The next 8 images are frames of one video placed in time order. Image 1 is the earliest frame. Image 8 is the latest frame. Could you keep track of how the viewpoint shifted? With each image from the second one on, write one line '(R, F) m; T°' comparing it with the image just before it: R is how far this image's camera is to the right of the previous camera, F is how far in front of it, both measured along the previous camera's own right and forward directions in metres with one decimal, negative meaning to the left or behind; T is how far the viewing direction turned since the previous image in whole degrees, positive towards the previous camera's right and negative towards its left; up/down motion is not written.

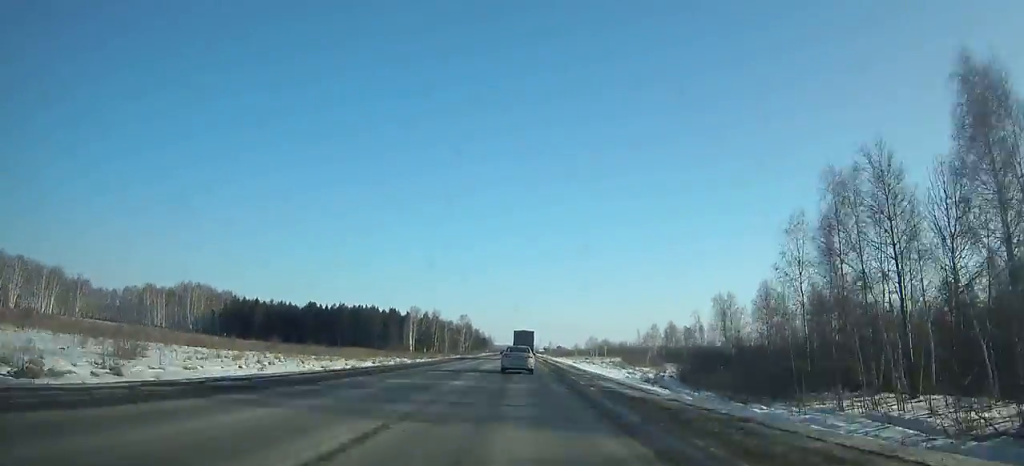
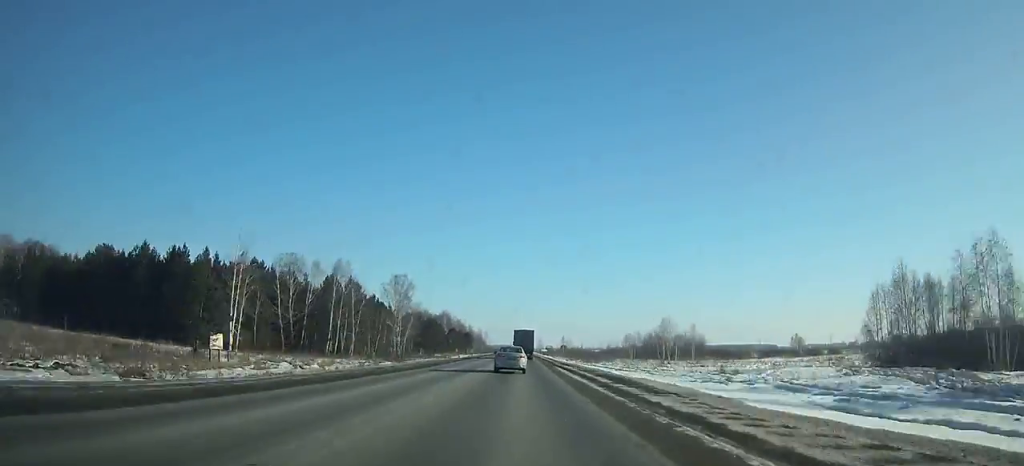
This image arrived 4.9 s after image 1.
(0.0, +107.3) m; 0°
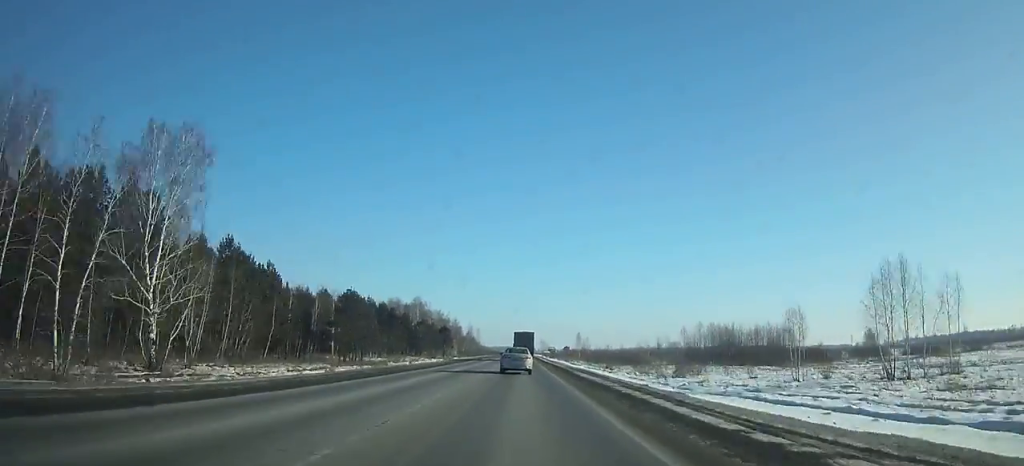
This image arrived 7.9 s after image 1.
(0.0, +66.3) m; 0°
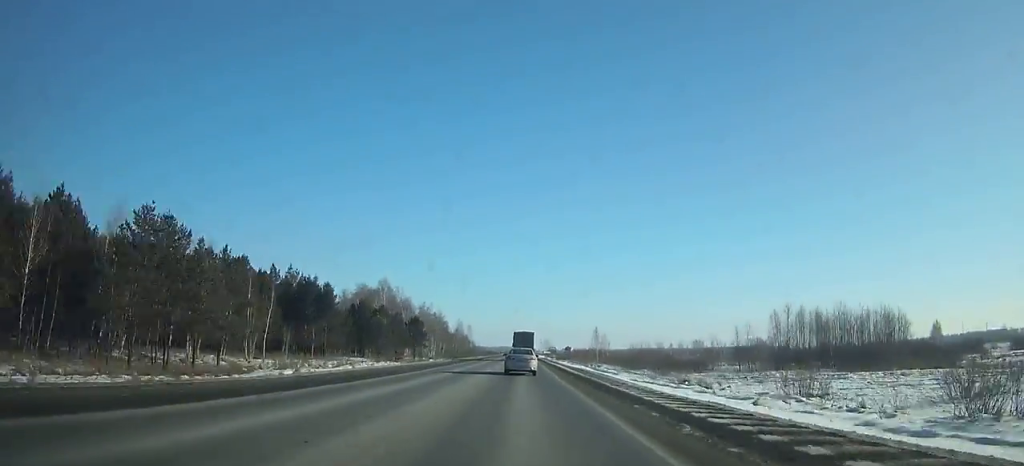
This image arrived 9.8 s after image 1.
(-0.1, +42.2) m; 0°
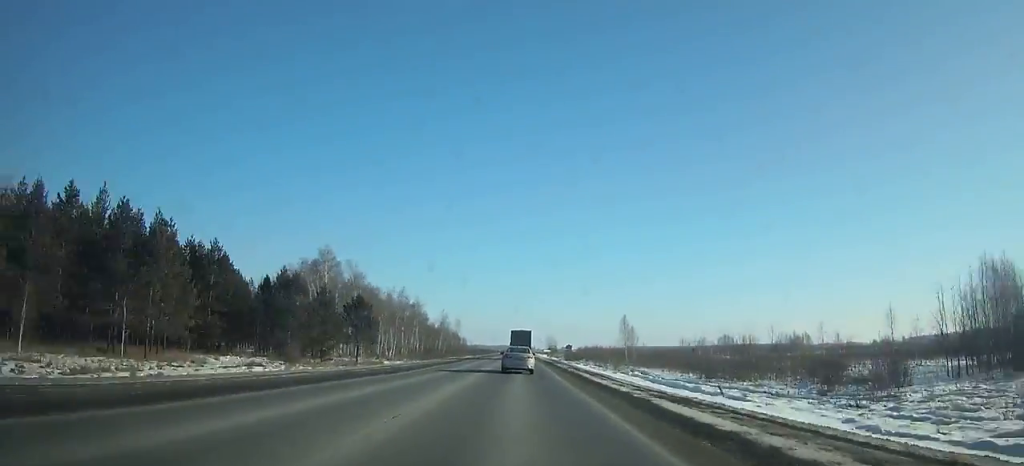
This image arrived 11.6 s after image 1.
(0.0, +40.1) m; 0°
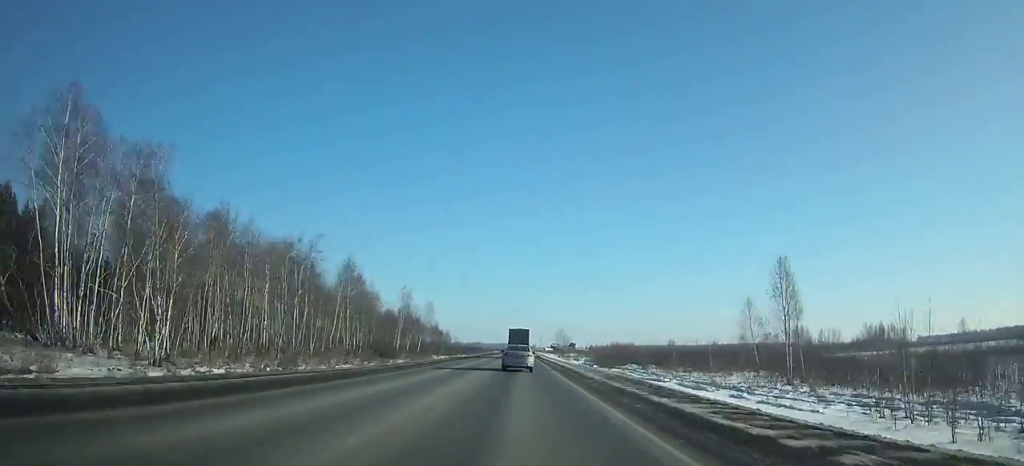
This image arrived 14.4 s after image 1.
(0.0, +62.3) m; 0°
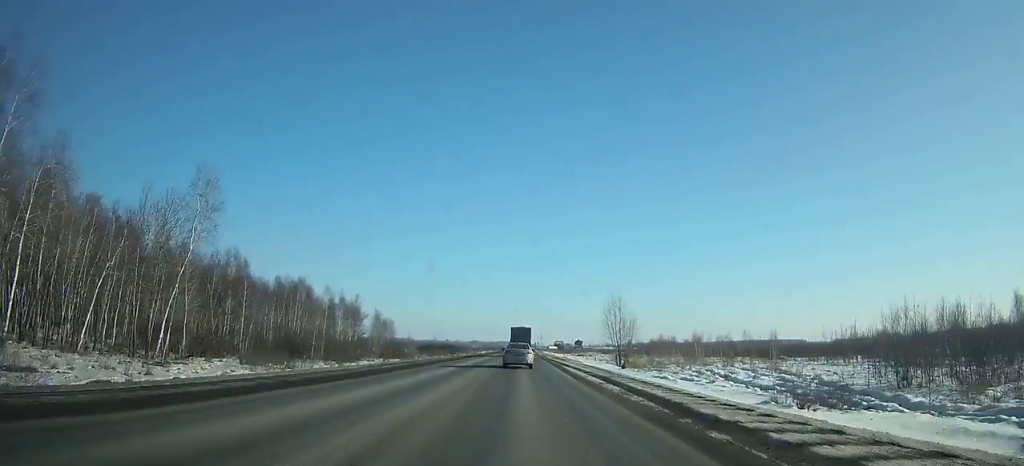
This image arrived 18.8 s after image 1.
(-0.1, +97.5) m; 0°
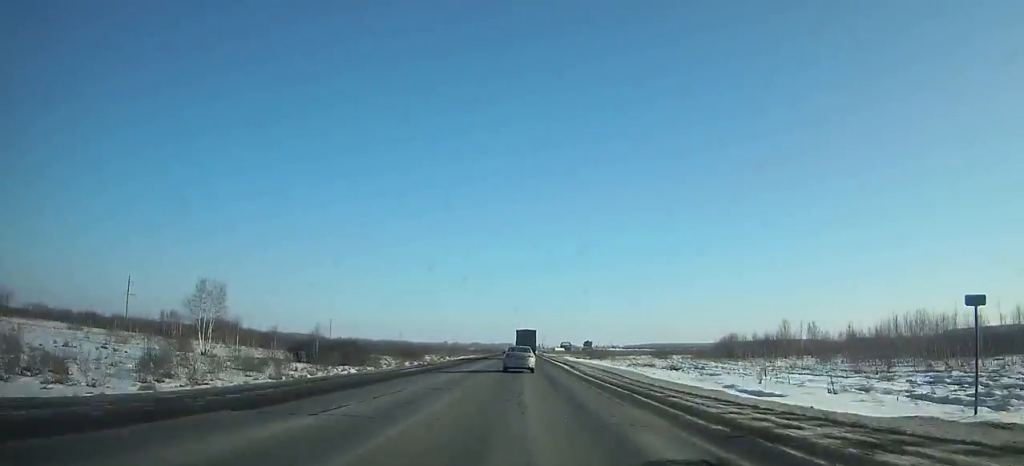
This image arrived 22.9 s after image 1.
(-0.1, +89.5) m; 0°
